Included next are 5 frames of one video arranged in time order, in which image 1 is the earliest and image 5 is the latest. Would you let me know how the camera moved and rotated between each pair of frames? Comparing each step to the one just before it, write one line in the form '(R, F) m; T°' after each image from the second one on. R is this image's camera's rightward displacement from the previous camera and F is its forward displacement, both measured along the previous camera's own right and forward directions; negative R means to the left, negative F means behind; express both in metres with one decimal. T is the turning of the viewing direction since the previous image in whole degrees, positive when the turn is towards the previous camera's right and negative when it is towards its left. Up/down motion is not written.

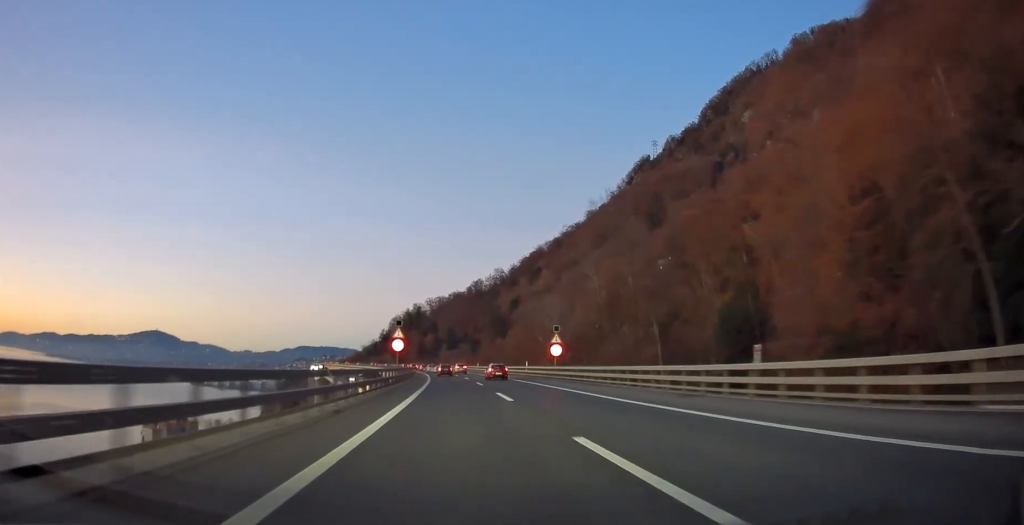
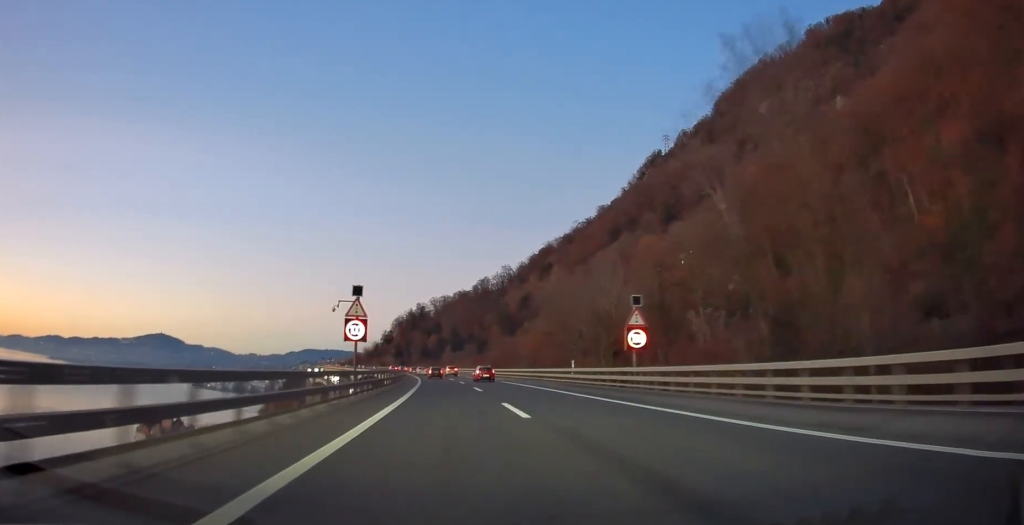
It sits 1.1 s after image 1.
(-0.2, +25.7) m; -1°
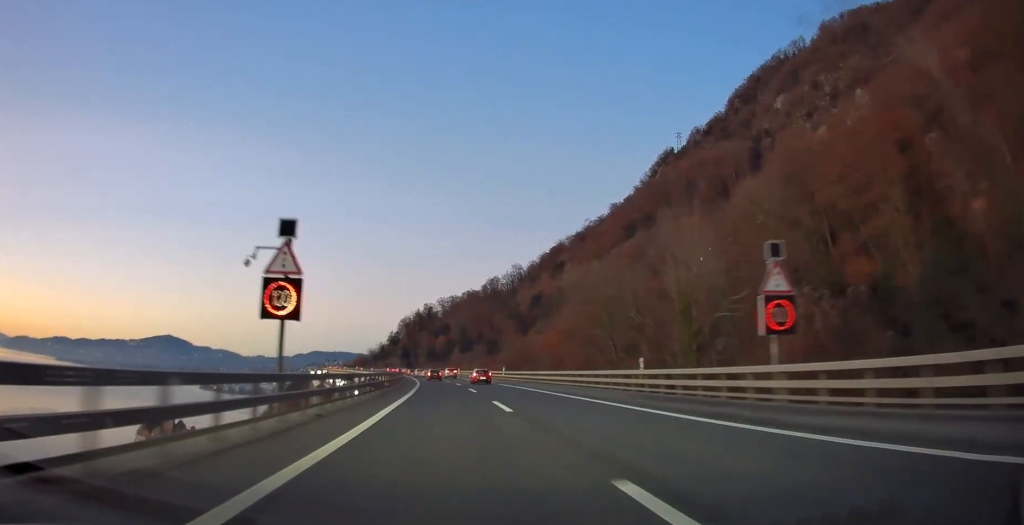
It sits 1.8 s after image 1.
(-0.1, +14.4) m; 0°
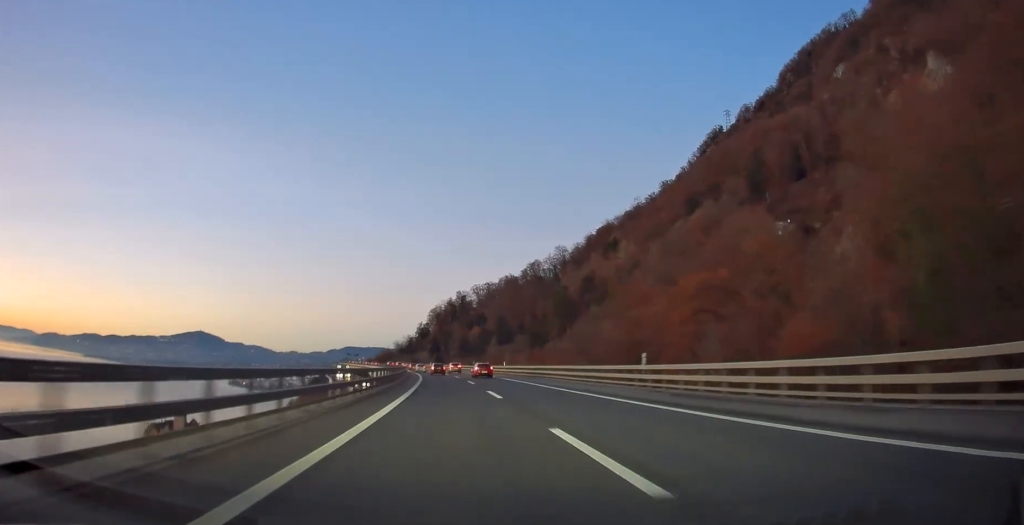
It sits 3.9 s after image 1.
(-0.8, +48.3) m; -3°
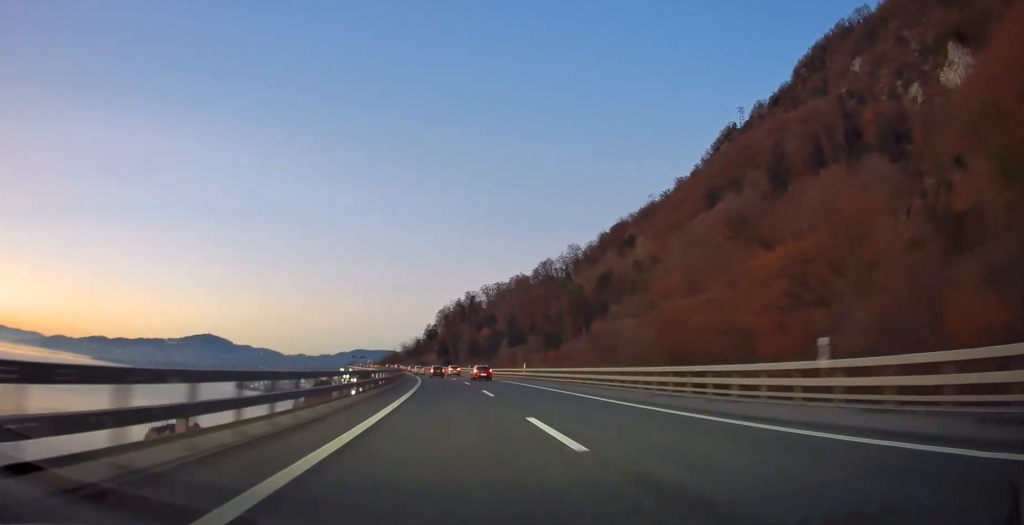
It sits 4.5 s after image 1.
(-0.2, +14.9) m; -1°
